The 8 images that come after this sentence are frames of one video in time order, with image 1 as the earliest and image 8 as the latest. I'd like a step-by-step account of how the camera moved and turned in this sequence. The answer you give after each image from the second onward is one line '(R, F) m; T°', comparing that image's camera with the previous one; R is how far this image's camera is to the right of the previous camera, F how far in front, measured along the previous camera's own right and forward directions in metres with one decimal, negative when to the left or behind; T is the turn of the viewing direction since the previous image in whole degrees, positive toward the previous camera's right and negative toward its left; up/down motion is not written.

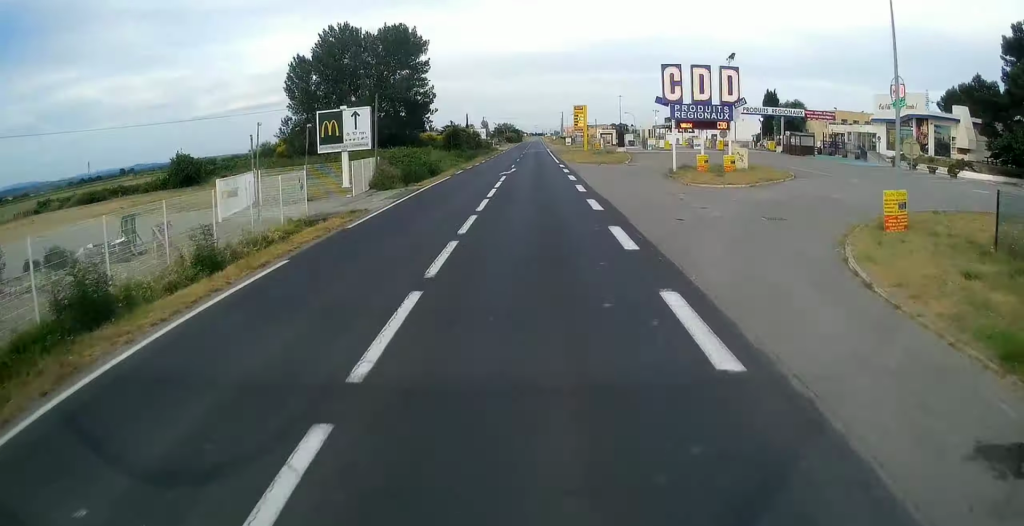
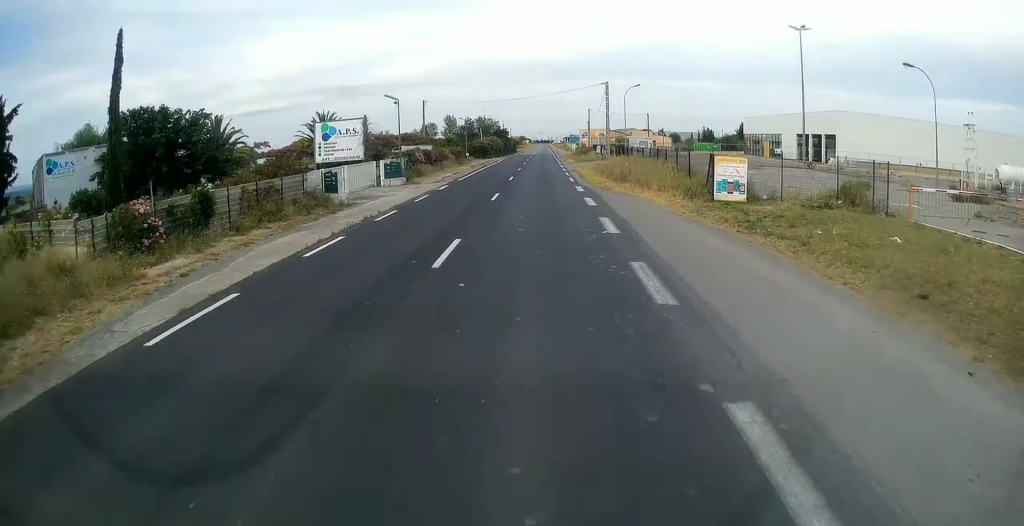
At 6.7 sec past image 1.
(-0.1, +116.4) m; 0°
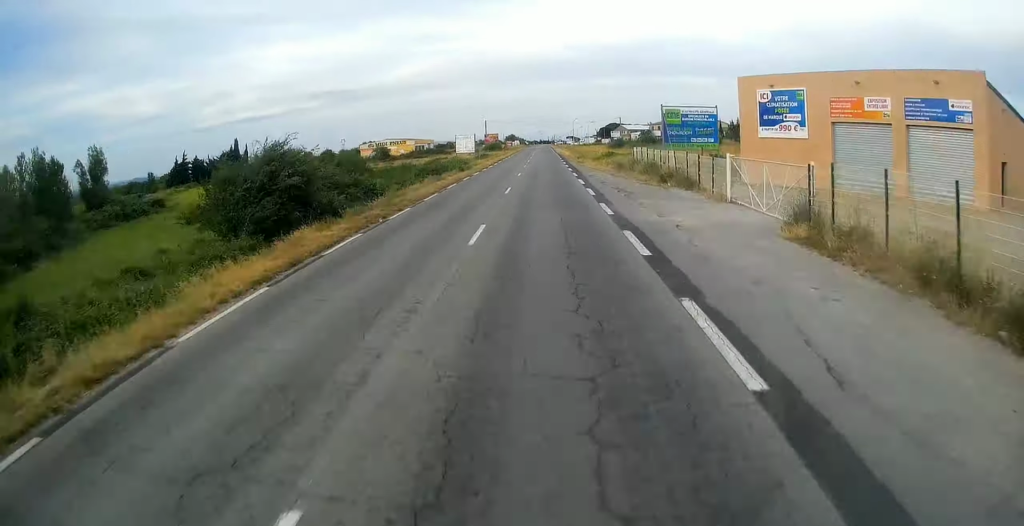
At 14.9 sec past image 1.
(+0.3, +158.1) m; 0°
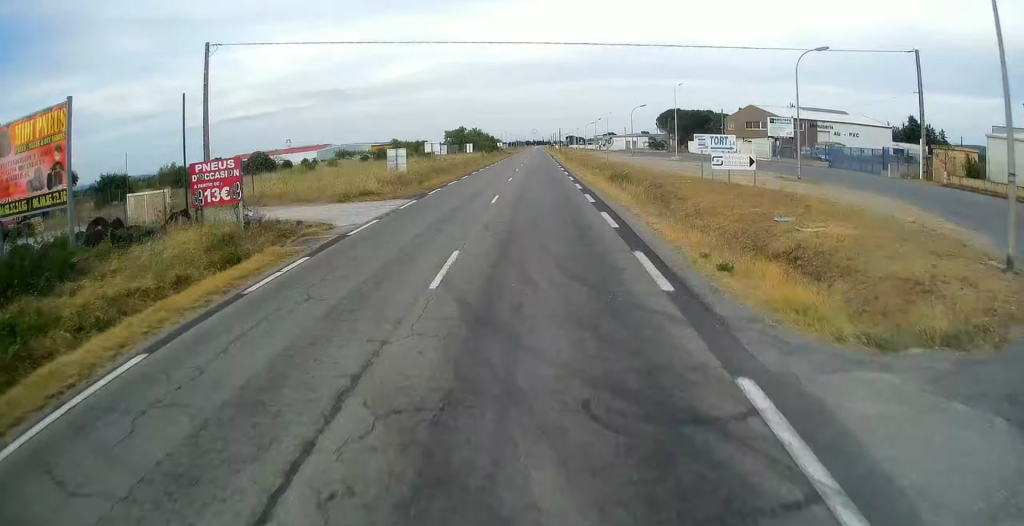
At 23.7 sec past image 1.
(+0.3, +178.2) m; 0°
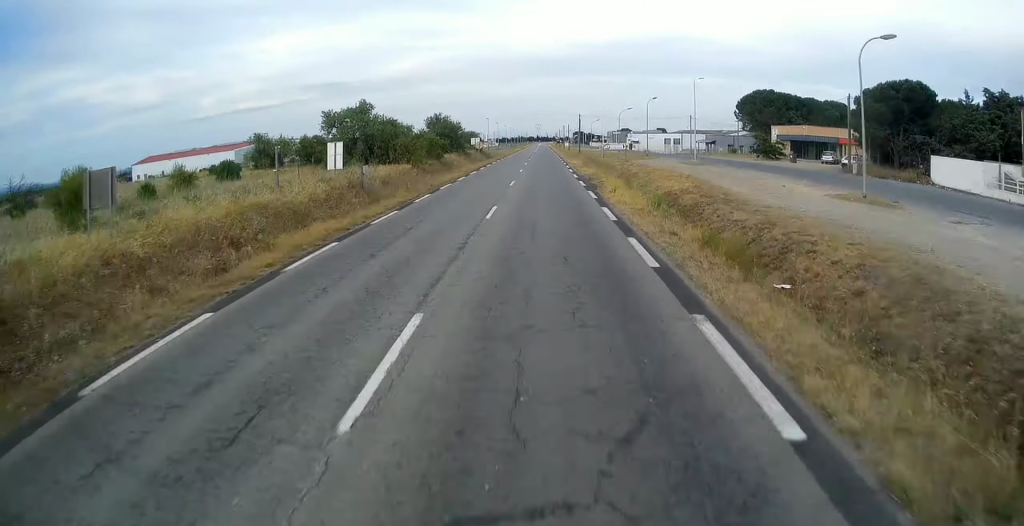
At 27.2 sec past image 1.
(-0.3, +71.9) m; 0°
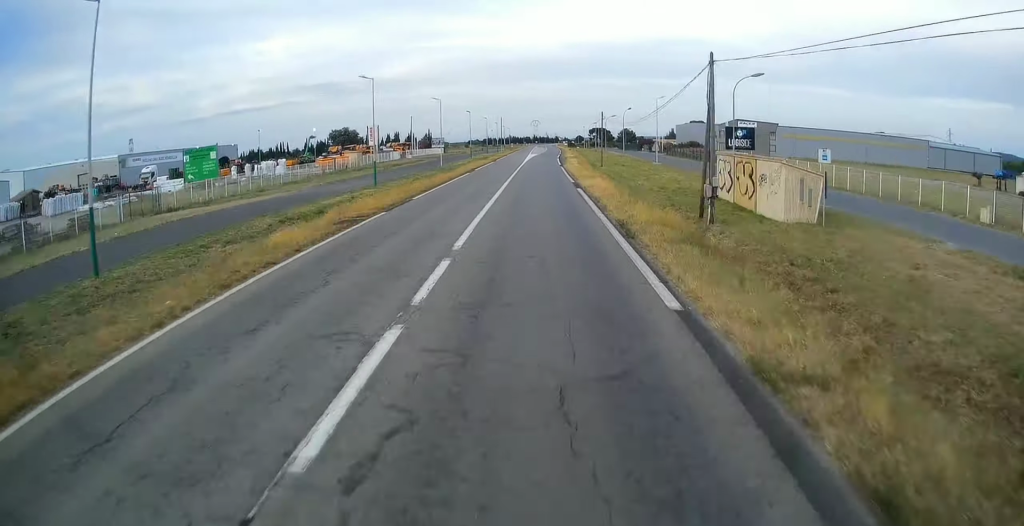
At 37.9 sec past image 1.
(+0.8, +227.8) m; +1°
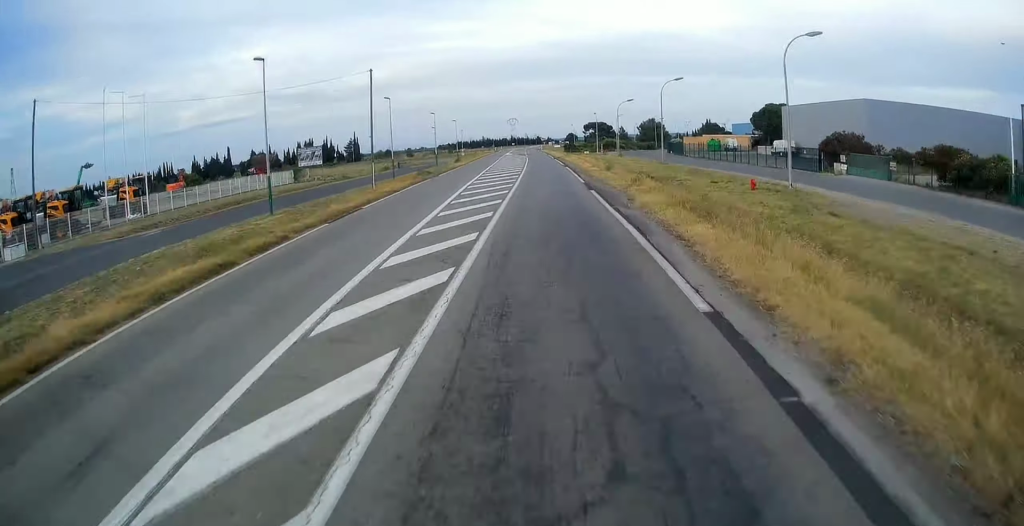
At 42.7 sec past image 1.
(+0.6, +103.7) m; 0°
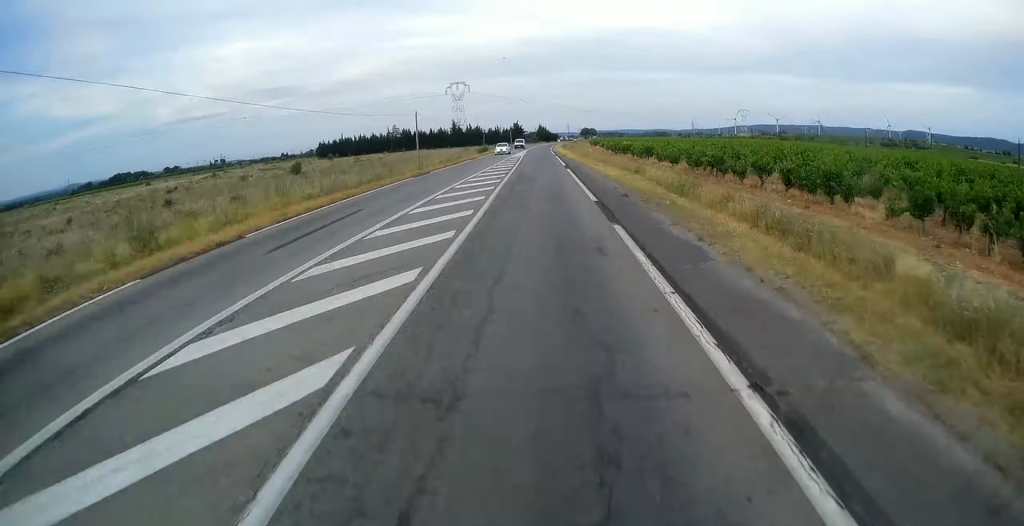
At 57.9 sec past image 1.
(+6.5, +311.9) m; +4°
